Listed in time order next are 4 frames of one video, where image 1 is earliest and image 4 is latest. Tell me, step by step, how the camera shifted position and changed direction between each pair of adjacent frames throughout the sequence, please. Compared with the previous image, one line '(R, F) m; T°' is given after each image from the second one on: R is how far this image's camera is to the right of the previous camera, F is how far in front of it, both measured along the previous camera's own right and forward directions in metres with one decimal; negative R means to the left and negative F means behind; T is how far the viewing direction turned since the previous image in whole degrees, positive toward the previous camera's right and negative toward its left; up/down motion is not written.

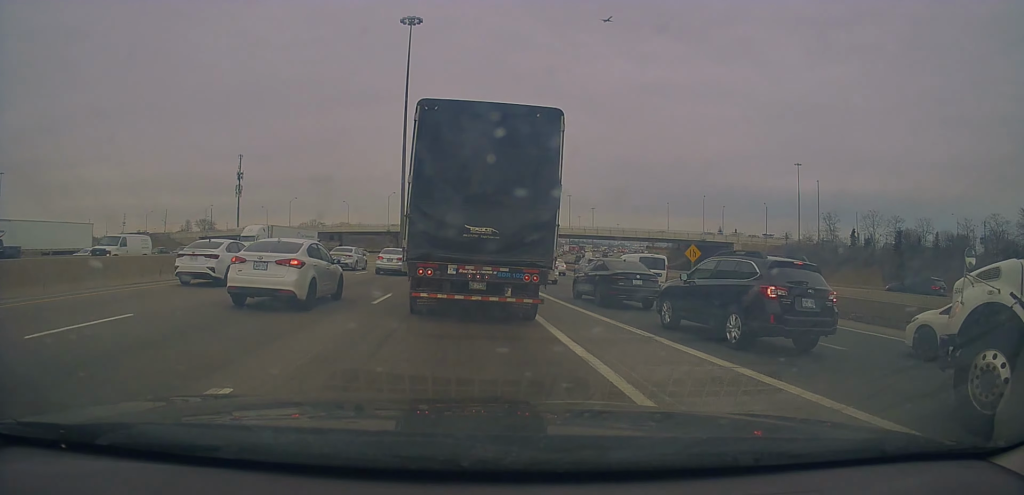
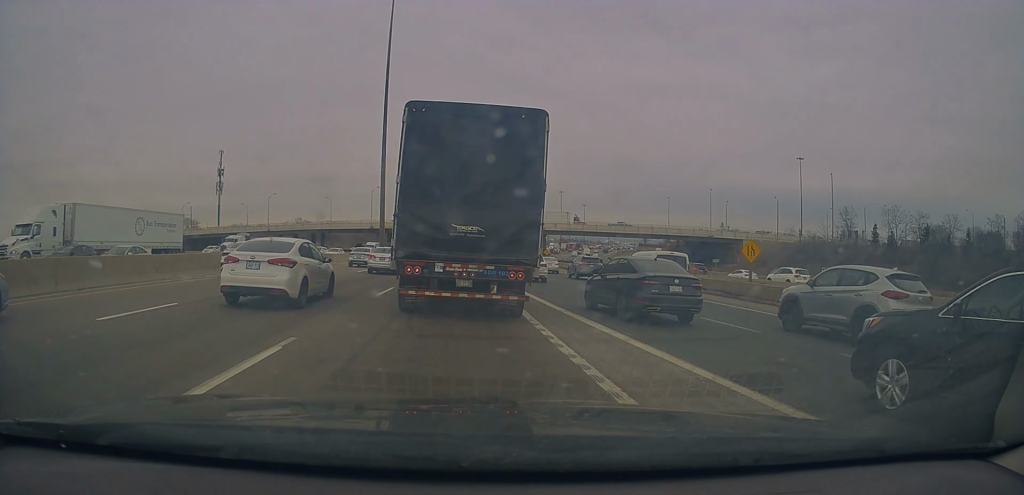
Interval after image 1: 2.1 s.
(+0.5, +8.9) m; +4°
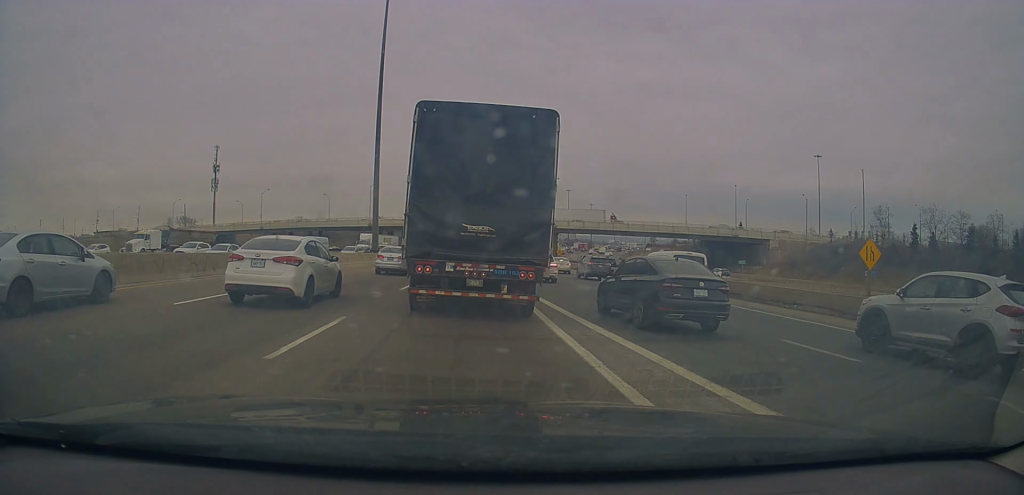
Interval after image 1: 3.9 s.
(0.0, +8.6) m; -1°
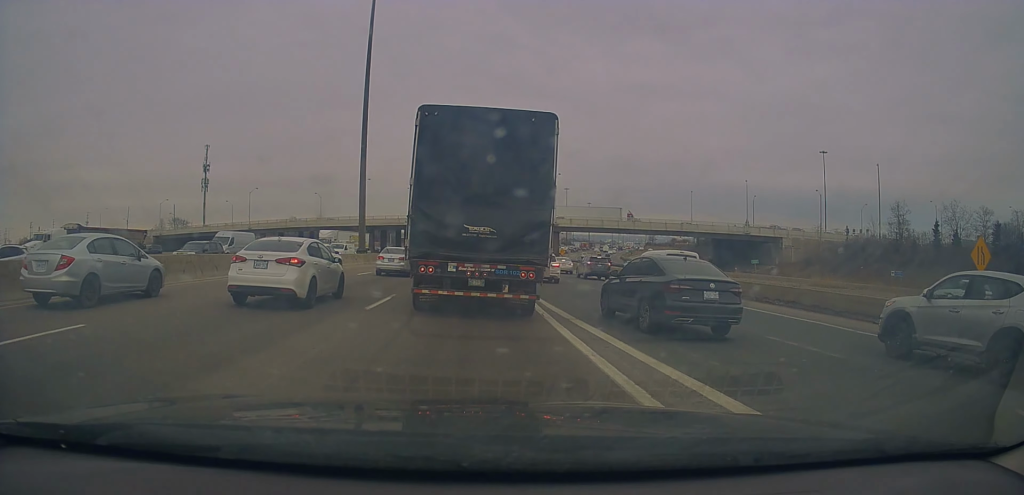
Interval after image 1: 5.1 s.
(-0.1, +6.0) m; +1°
